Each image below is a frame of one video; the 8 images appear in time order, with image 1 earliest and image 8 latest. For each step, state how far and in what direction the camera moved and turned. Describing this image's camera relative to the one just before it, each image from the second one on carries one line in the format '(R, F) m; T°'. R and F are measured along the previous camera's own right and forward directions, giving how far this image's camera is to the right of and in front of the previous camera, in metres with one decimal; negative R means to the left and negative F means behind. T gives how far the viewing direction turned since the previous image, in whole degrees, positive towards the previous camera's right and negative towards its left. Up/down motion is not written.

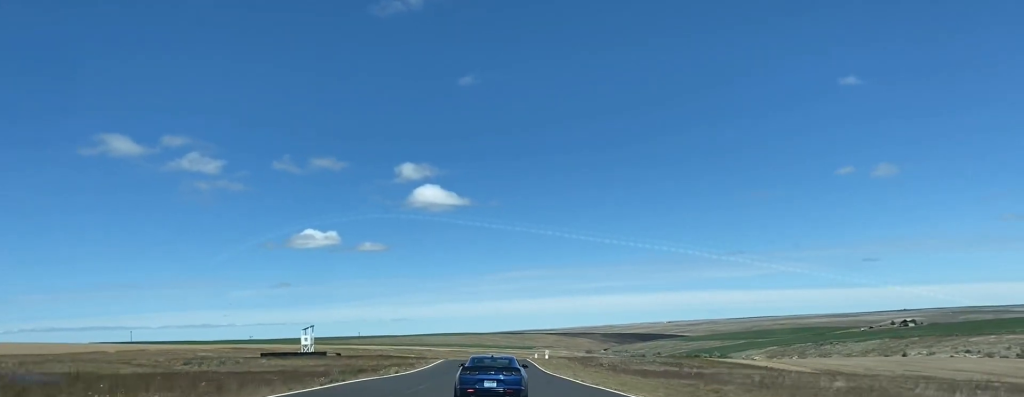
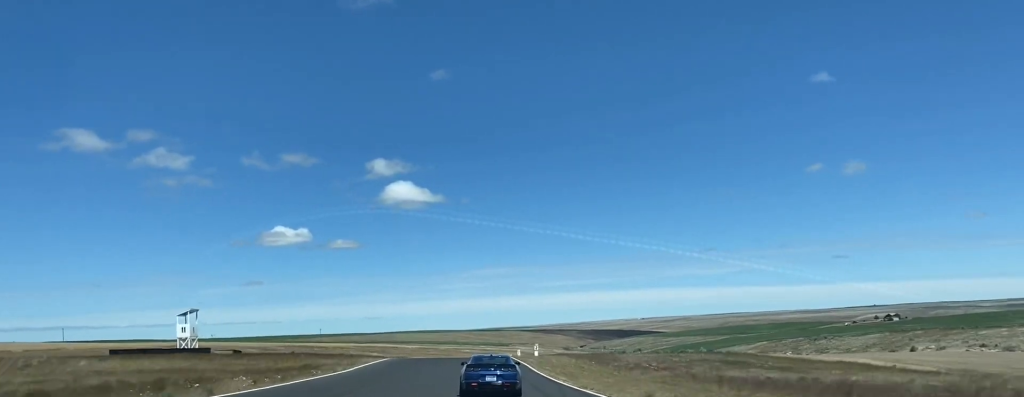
(+0.8, +36.2) m; +1°
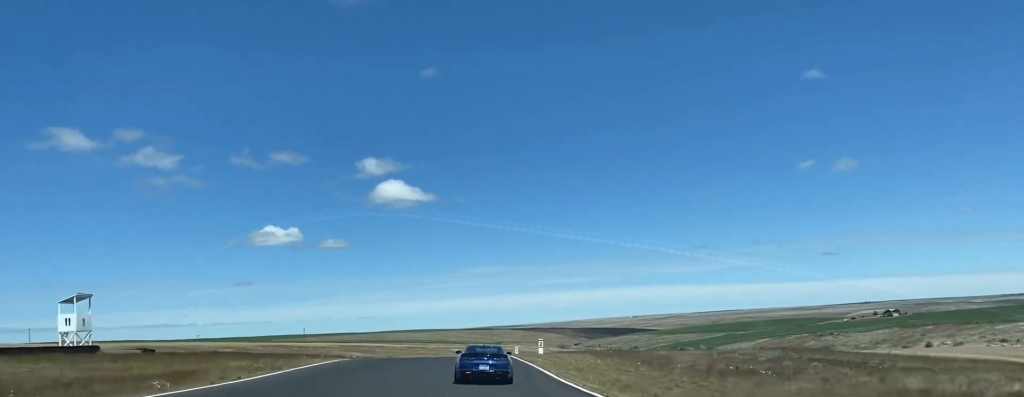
(-0.2, +19.9) m; 0°
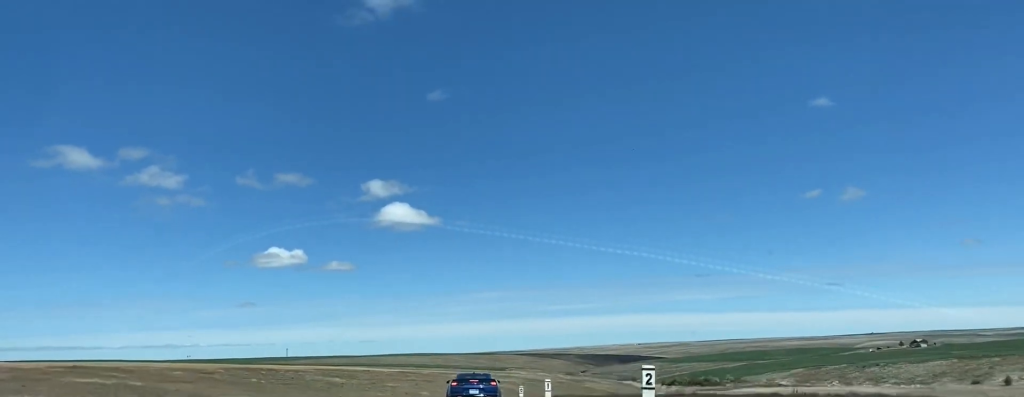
(+0.3, +45.1) m; 0°
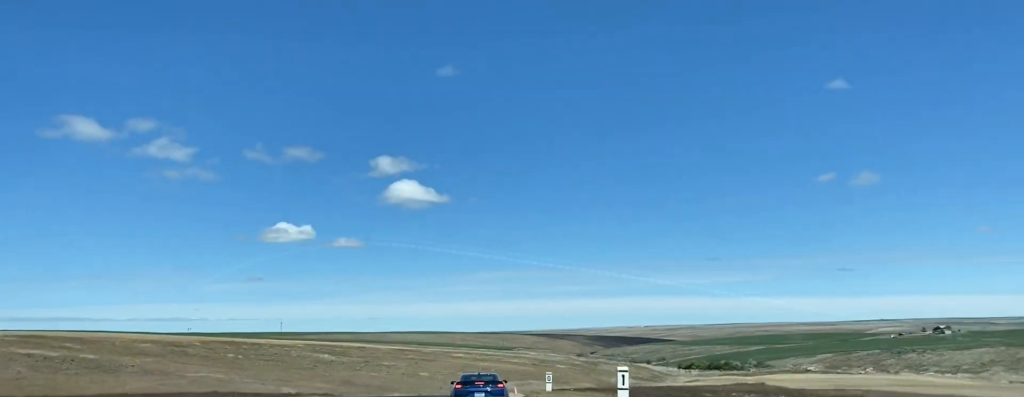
(0.0, +26.4) m; 0°
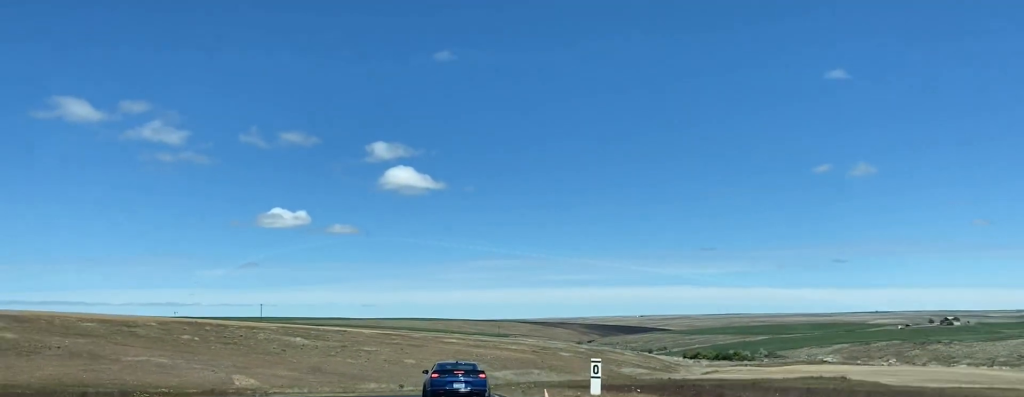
(-0.1, +25.8) m; 0°
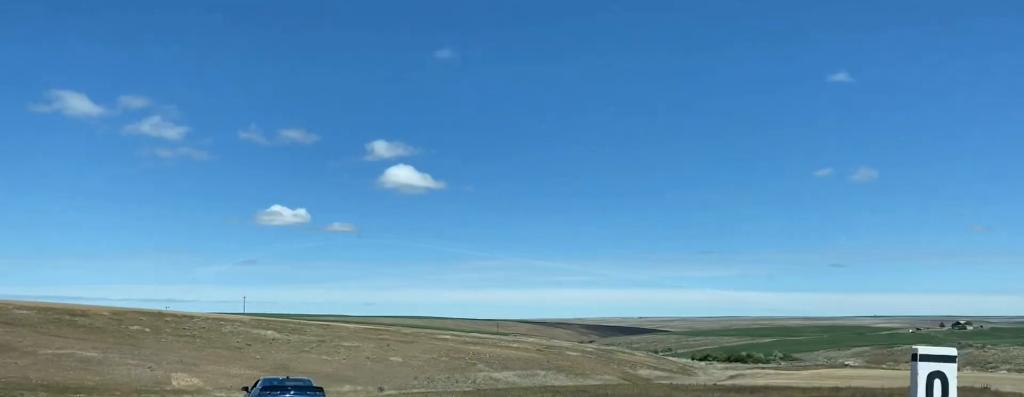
(+0.1, +25.5) m; -3°
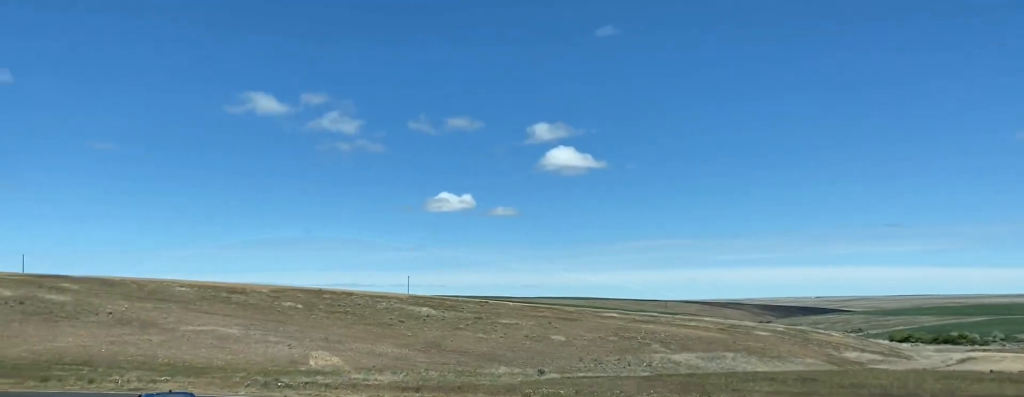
(-1.2, +20.4) m; -12°
